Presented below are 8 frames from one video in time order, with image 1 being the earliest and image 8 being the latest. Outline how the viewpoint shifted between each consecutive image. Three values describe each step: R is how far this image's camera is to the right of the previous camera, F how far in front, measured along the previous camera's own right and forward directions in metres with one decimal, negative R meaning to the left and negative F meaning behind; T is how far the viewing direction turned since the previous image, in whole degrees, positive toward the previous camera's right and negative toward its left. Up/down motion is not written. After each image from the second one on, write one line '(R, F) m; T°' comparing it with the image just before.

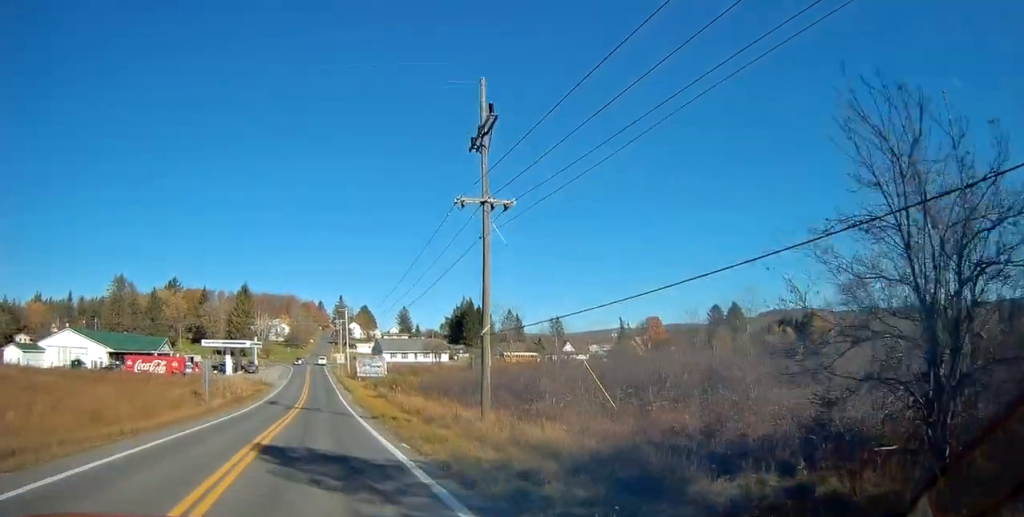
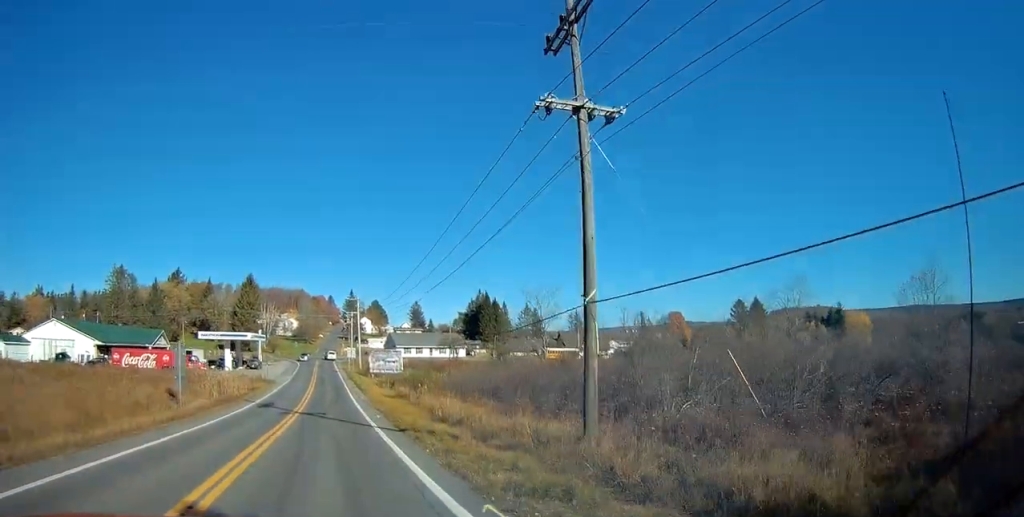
(0.0, +8.7) m; -1°
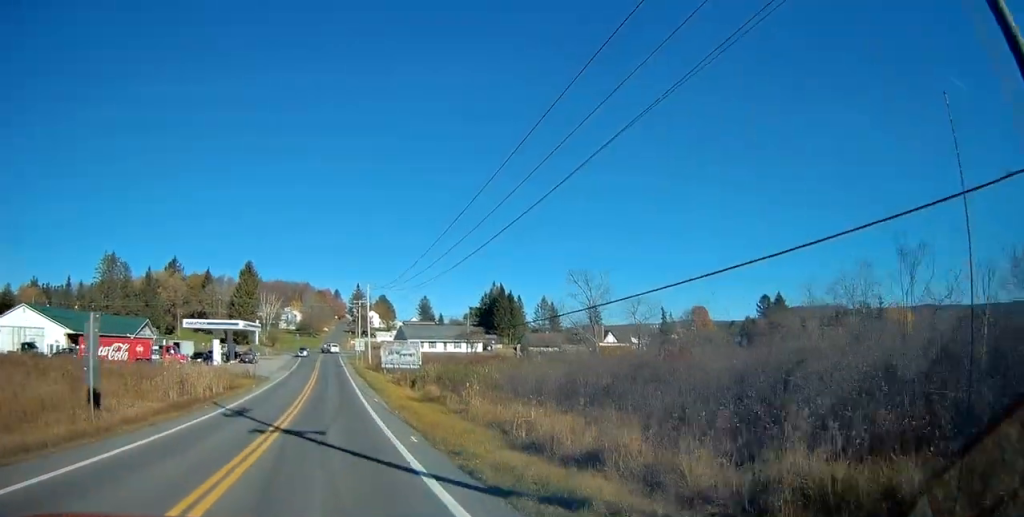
(-0.1, +12.0) m; -1°
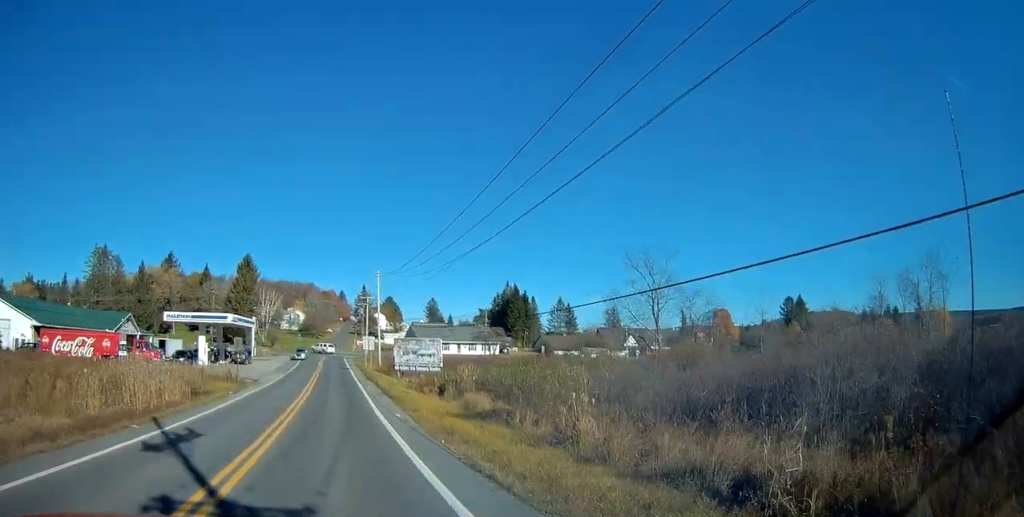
(-0.1, +10.3) m; 0°
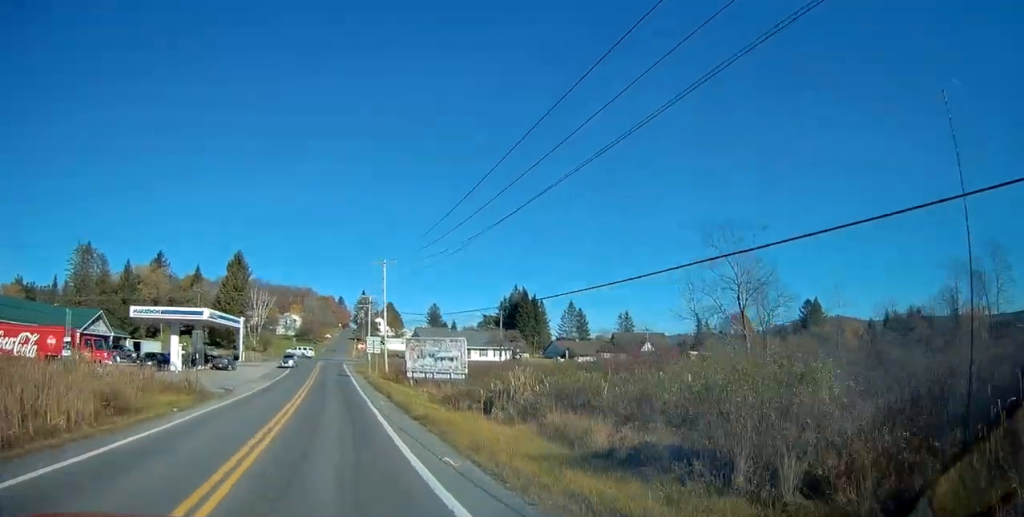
(+0.1, +10.3) m; 0°
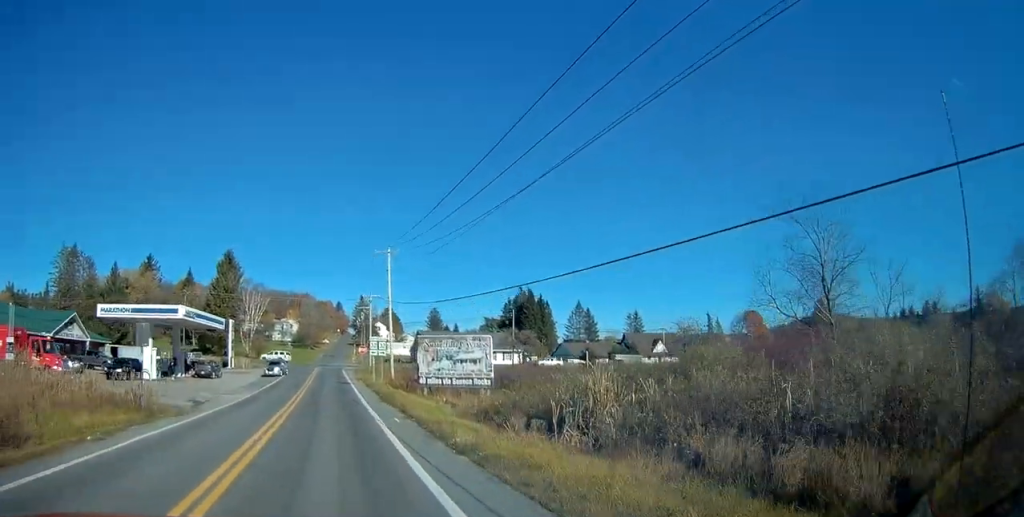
(0.0, +7.5) m; 0°
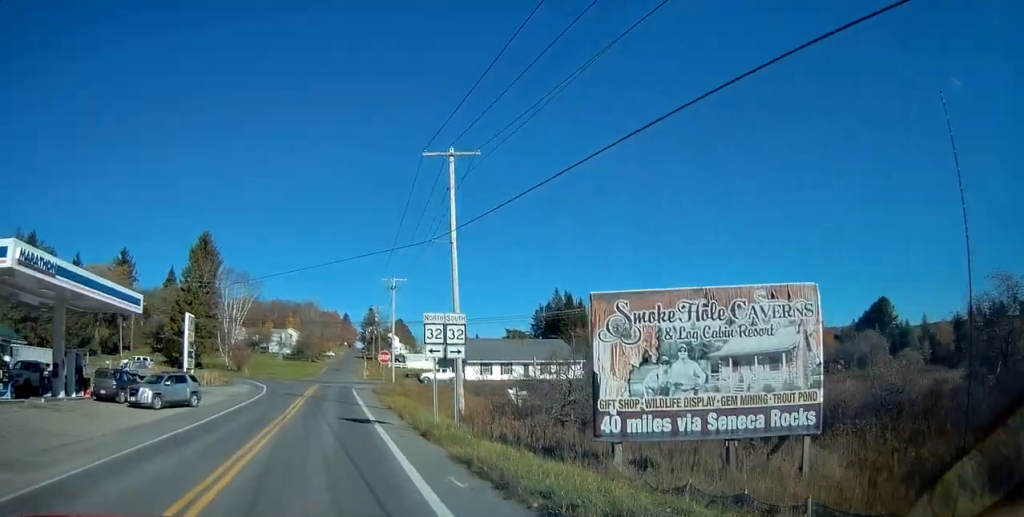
(-0.1, +24.8) m; -1°
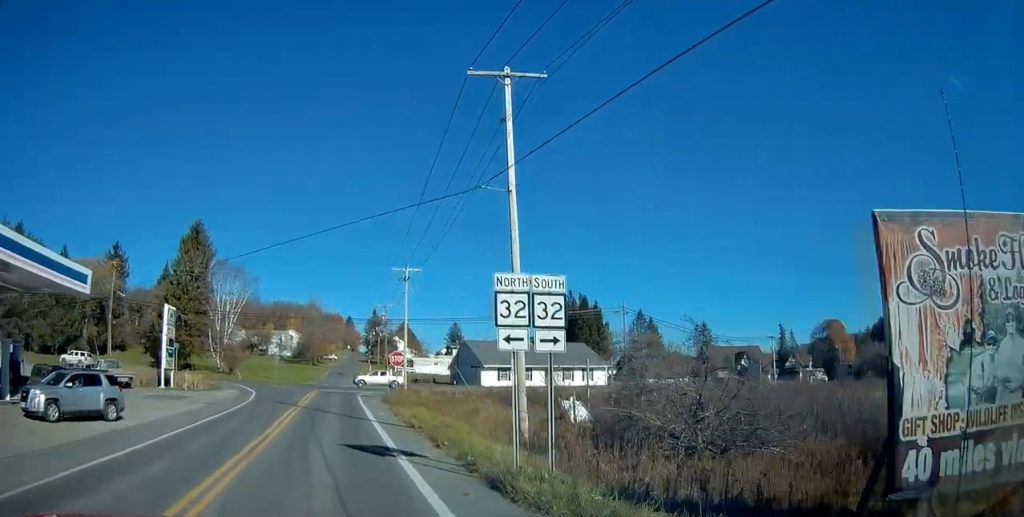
(+0.1, +7.4) m; -1°
